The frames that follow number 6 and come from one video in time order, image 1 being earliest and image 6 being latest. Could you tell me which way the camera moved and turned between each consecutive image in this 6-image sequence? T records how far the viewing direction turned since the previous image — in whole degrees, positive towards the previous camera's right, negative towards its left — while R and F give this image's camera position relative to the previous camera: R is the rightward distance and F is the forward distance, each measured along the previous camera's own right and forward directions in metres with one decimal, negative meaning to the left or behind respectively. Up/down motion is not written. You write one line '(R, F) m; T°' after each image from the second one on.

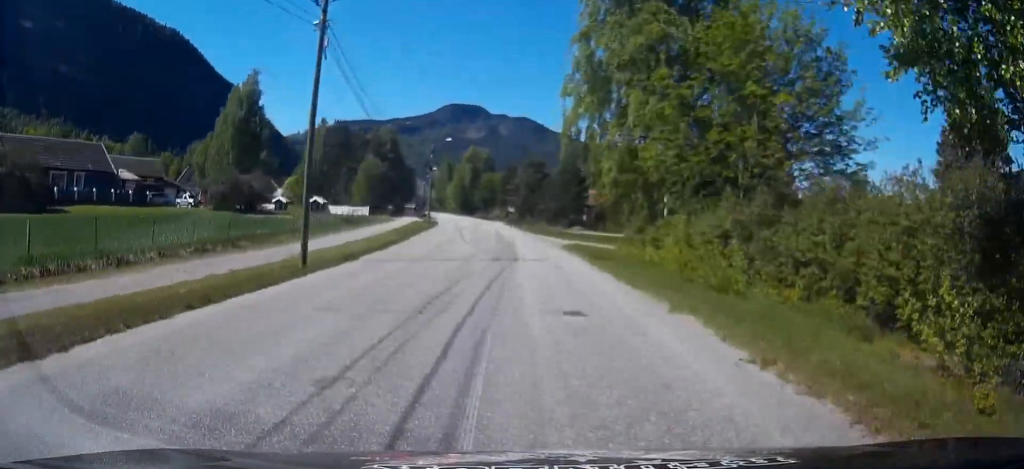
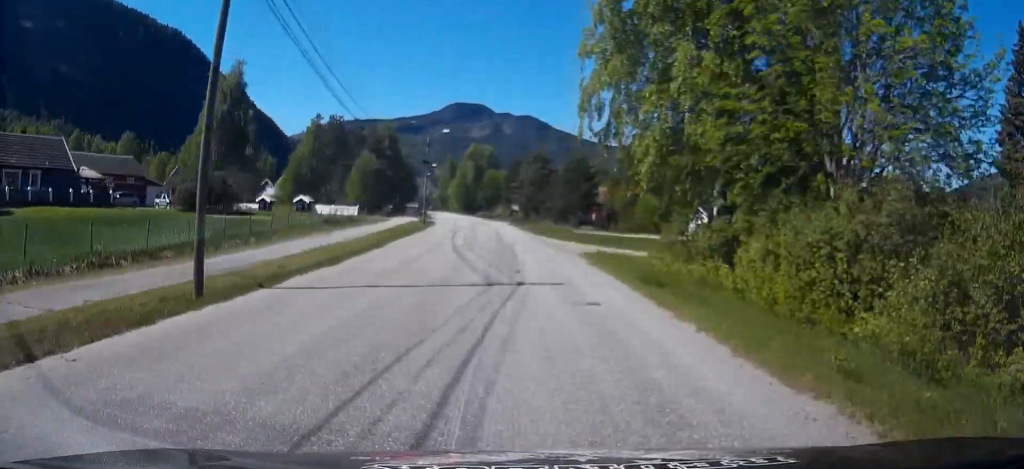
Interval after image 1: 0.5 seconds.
(0.0, +6.4) m; 0°
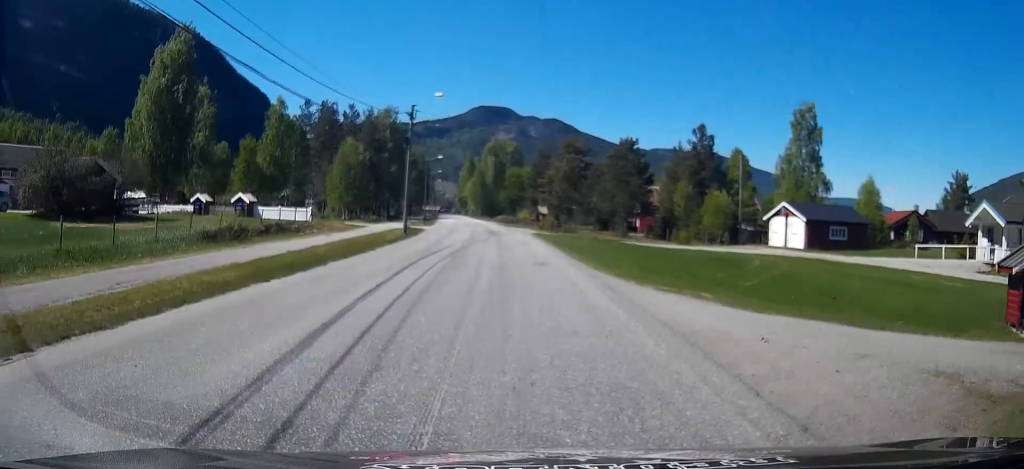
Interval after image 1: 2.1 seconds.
(-0.1, +20.0) m; -3°
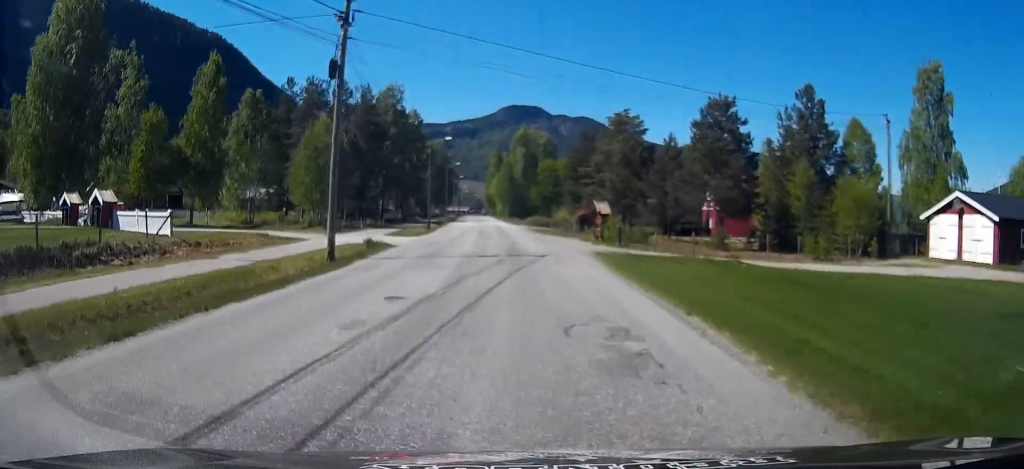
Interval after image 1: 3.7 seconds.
(-0.9, +21.0) m; -3°
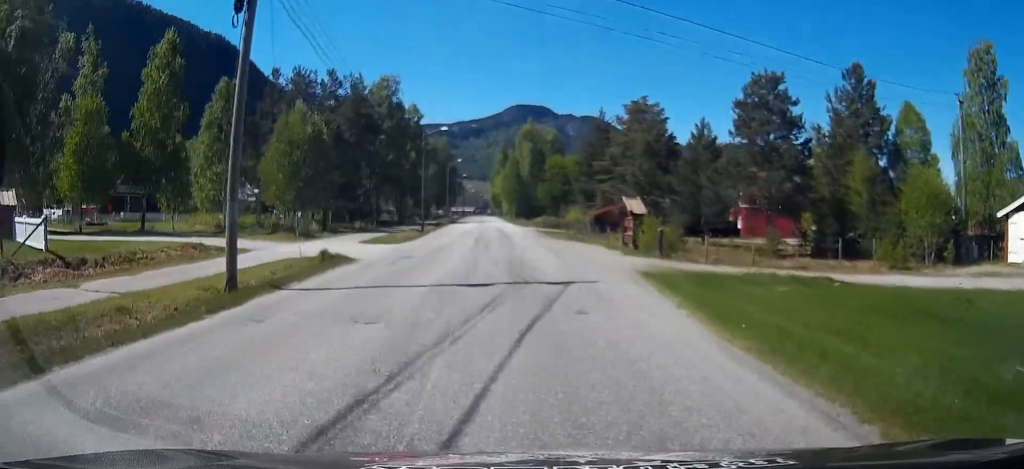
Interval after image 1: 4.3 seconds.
(0.0, +7.3) m; 0°
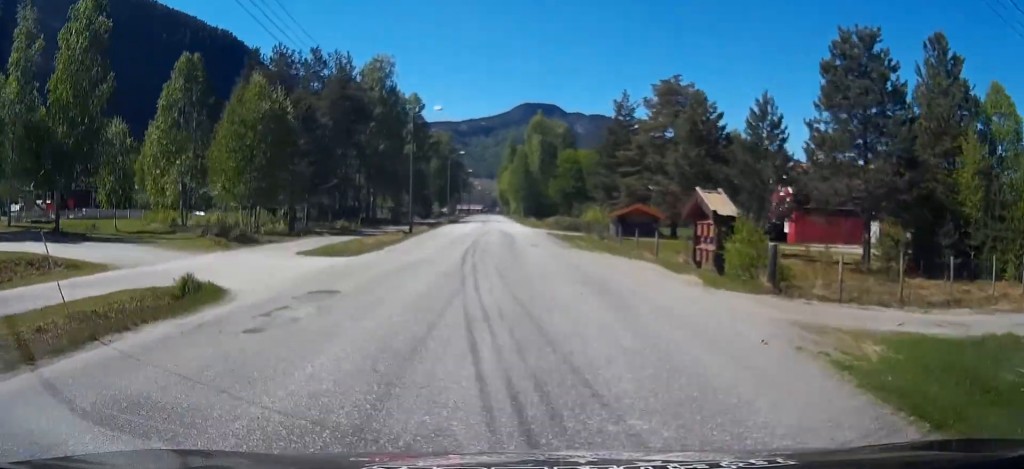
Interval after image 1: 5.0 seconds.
(0.0, +9.3) m; -1°
